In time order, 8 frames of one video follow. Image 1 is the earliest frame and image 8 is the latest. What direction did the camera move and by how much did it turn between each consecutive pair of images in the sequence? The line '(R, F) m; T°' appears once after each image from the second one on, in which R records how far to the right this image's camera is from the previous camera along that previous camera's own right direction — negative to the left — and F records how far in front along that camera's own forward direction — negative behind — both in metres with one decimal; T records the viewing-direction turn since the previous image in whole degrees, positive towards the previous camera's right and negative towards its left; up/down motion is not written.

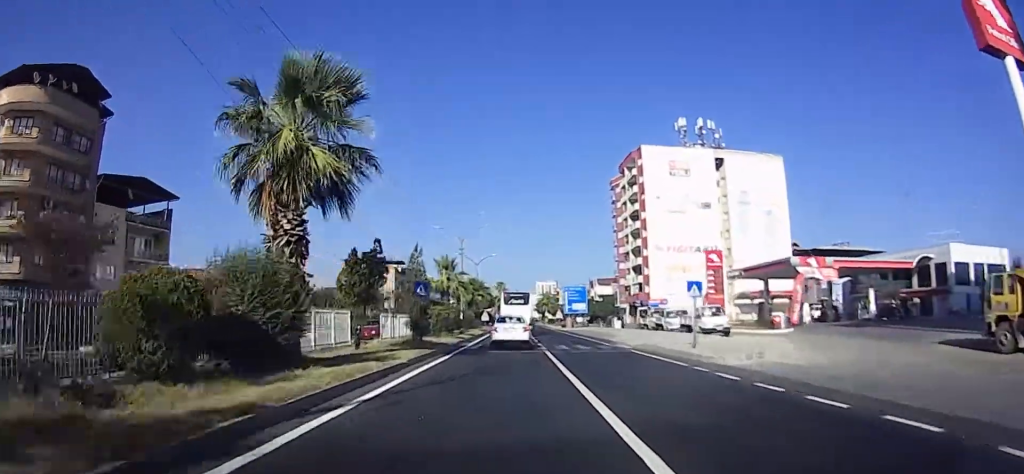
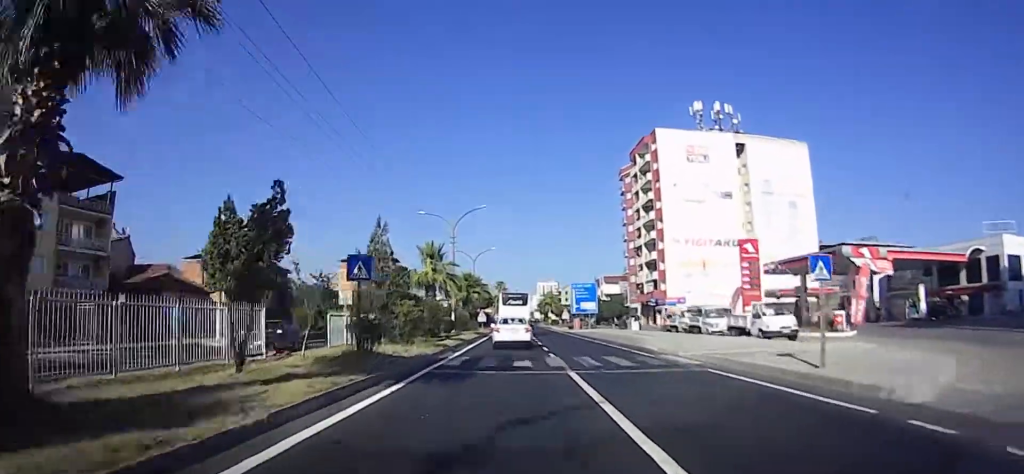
(0.0, +8.9) m; 0°
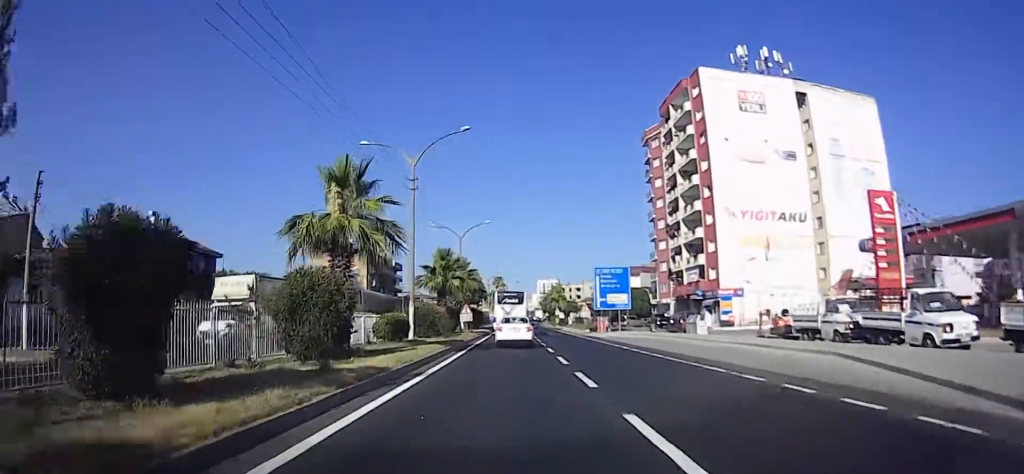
(-0.1, +20.1) m; -1°
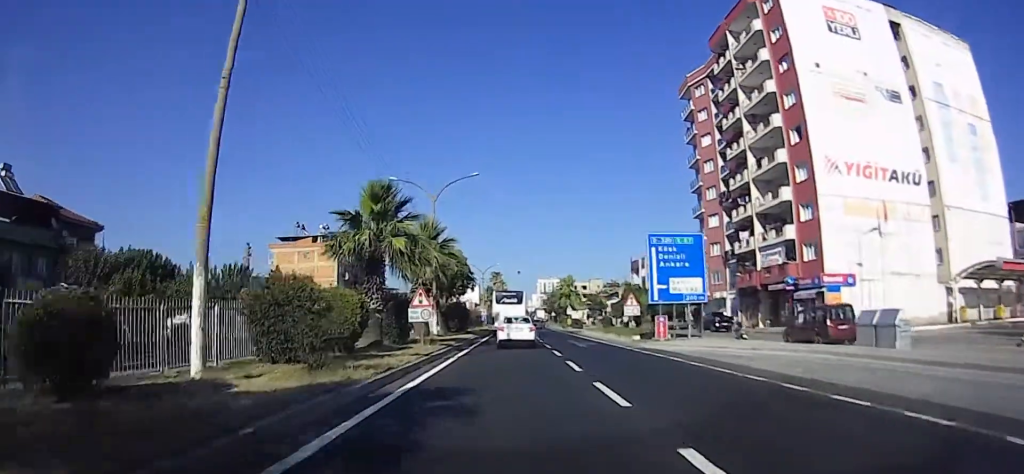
(-0.2, +20.2) m; 0°
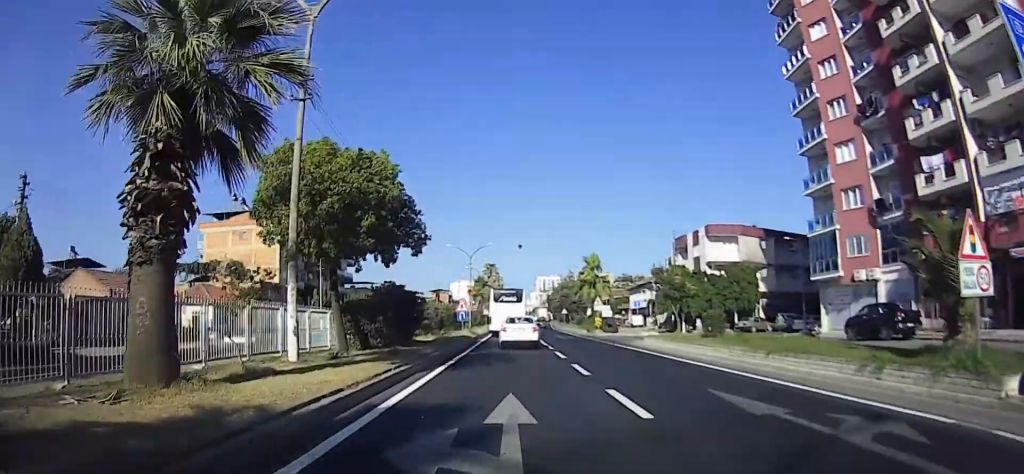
(+0.2, +26.0) m; +1°
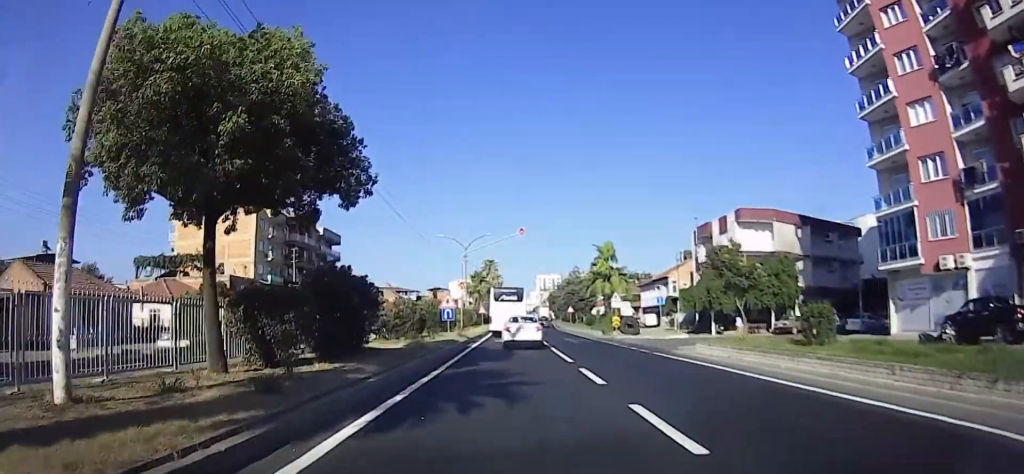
(0.0, +8.4) m; 0°
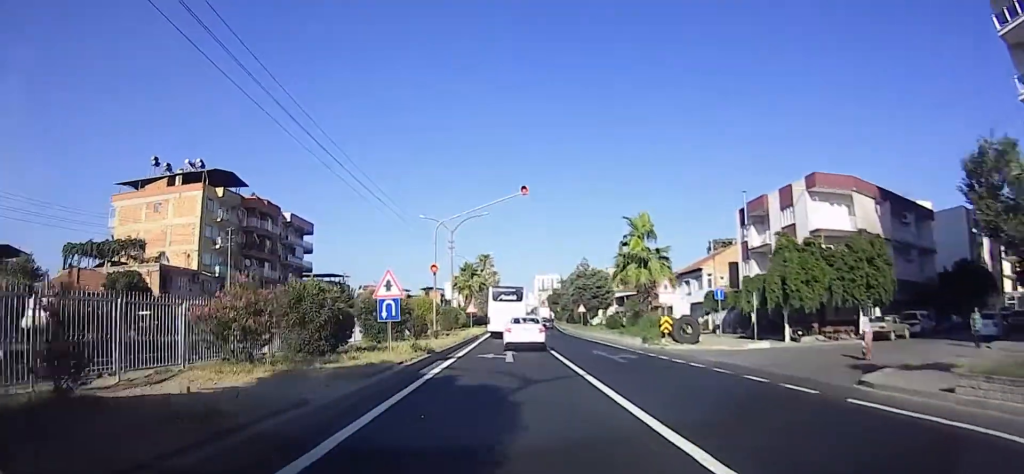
(0.0, +13.7) m; 0°
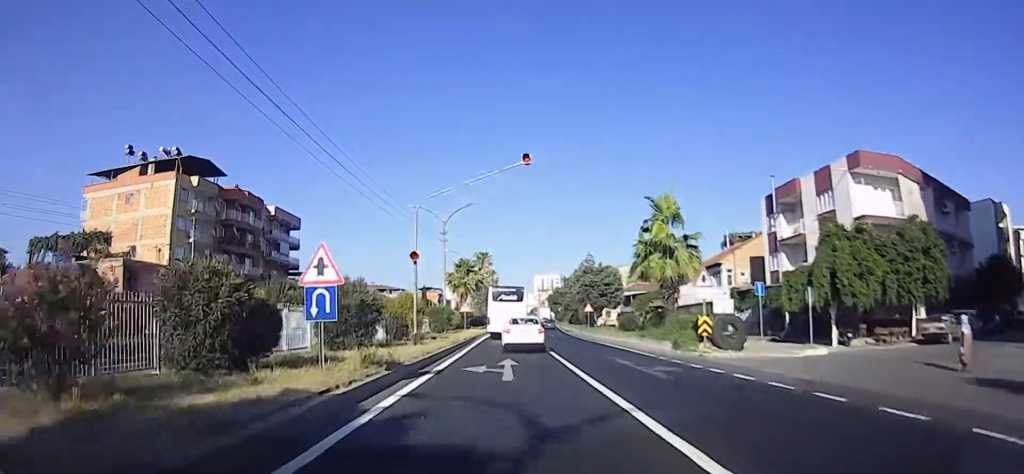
(0.0, +5.4) m; 0°
